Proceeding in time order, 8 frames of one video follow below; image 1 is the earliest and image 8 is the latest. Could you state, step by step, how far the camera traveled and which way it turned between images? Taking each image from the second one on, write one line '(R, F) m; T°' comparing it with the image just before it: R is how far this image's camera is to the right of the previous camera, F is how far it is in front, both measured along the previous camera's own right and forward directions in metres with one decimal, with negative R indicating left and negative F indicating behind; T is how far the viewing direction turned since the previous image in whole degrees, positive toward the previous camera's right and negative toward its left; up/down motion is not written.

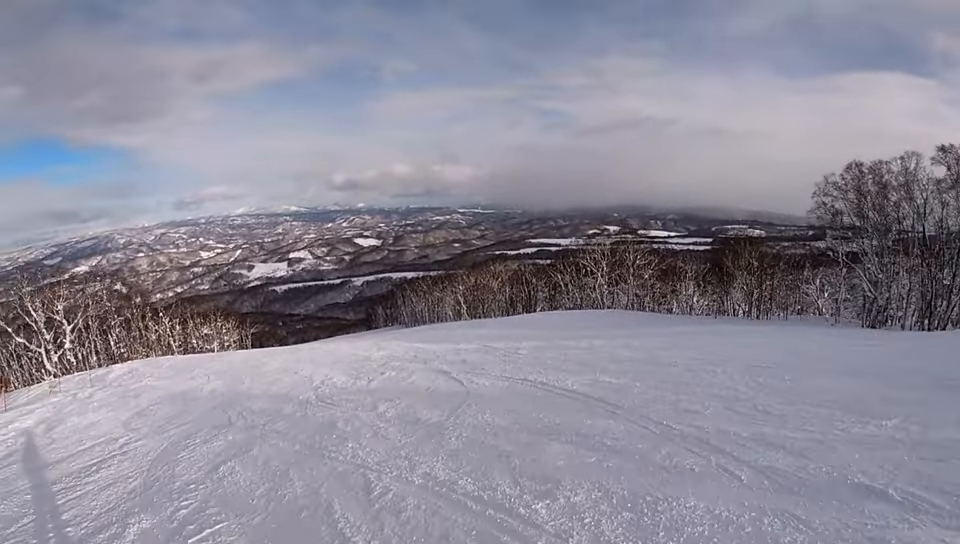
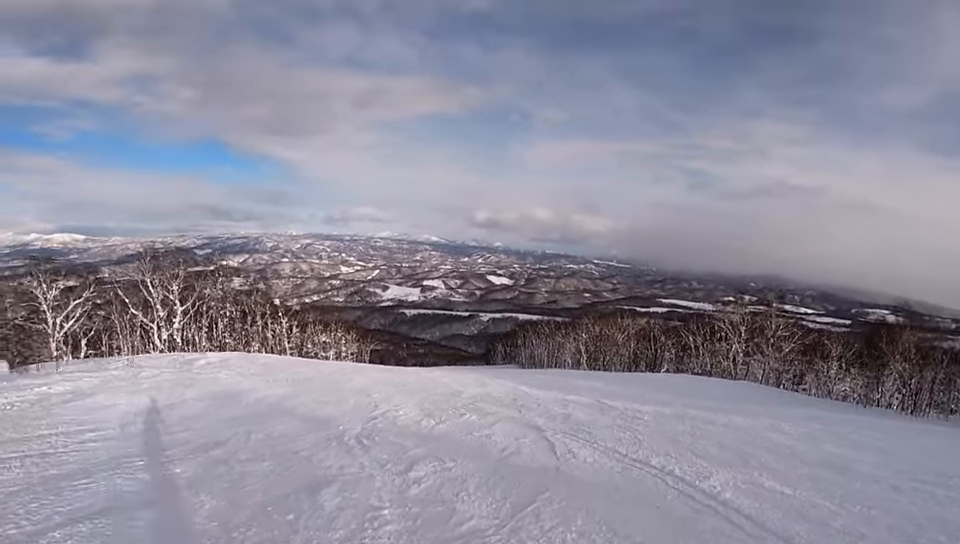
(+0.2, +4.3) m; -3°
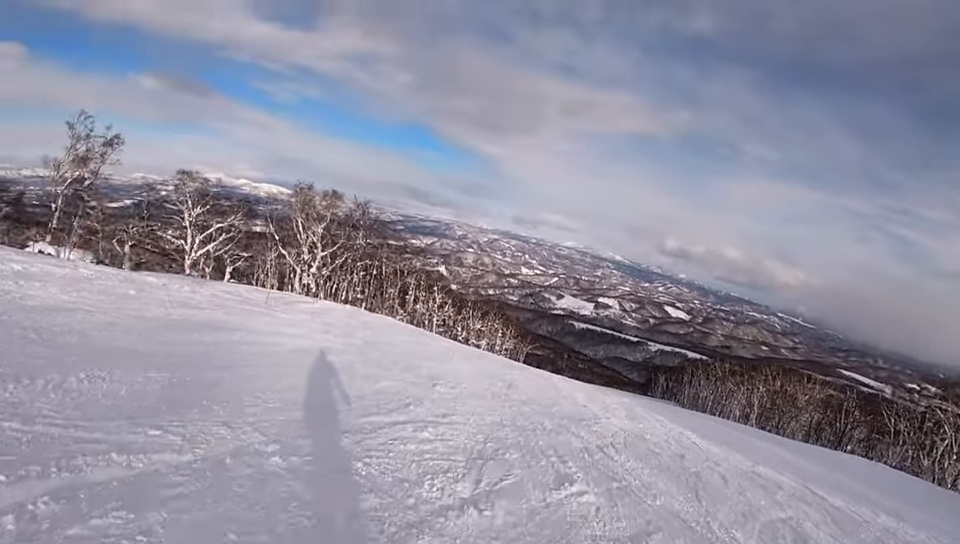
(-1.4, +8.8) m; -16°
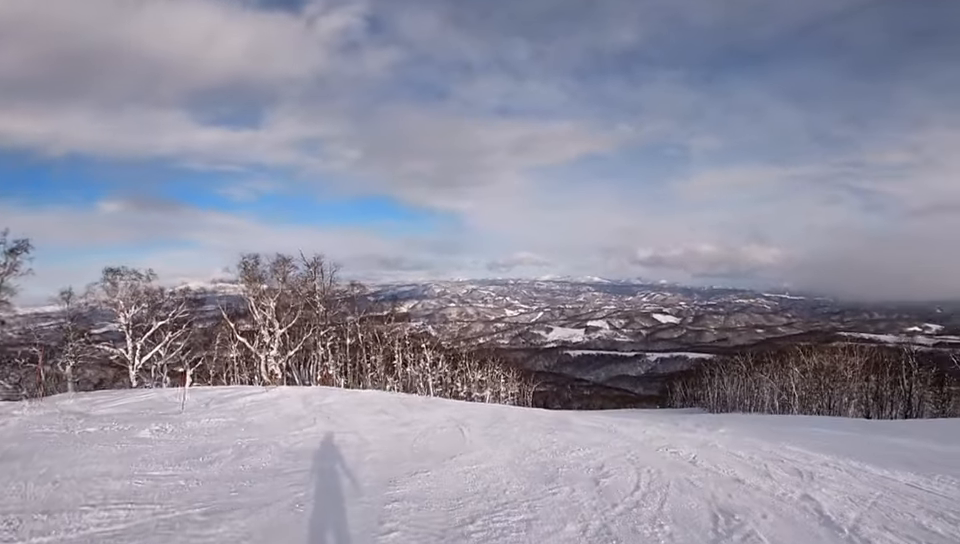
(-1.2, +9.4) m; +3°
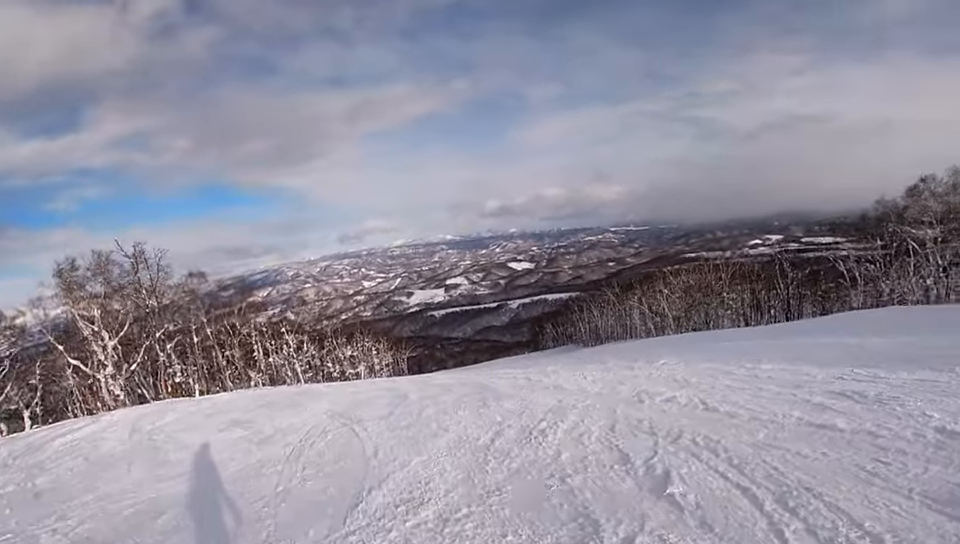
(0.0, +4.6) m; +11°
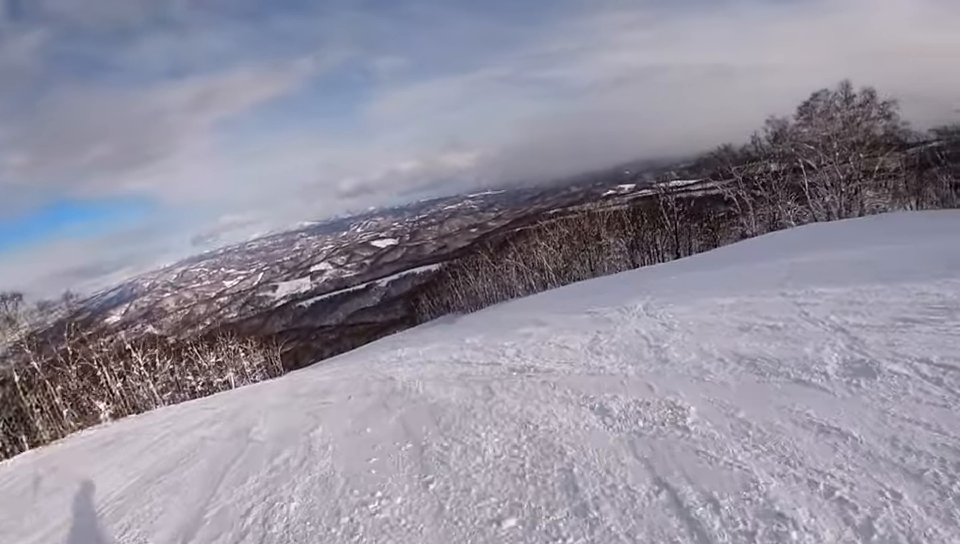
(+1.8, +6.0) m; +16°
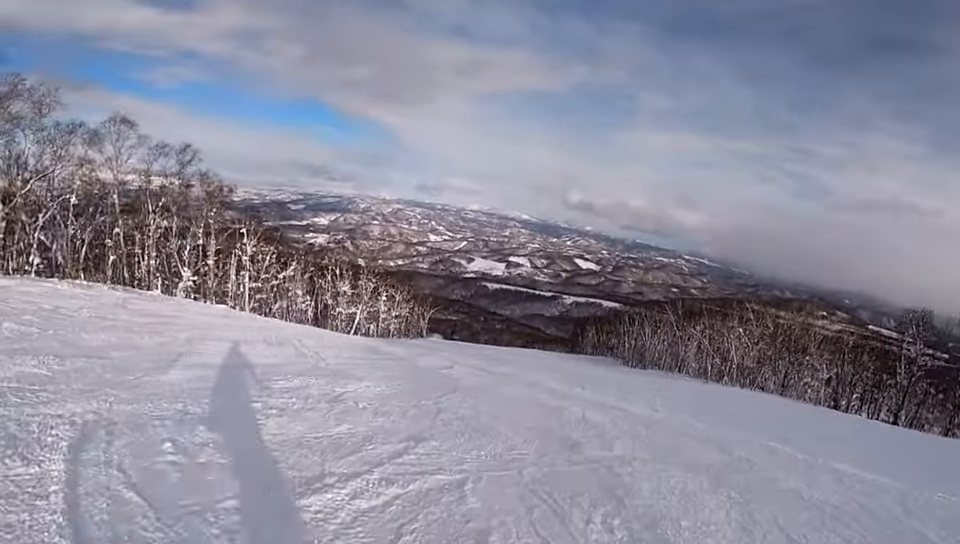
(-2.3, +11.0) m; -29°
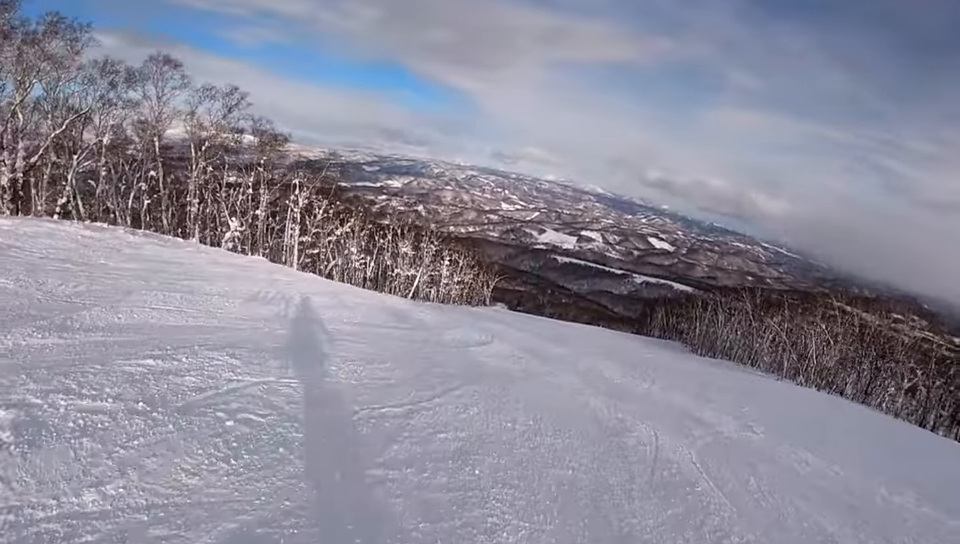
(-0.4, +3.8) m; -8°
